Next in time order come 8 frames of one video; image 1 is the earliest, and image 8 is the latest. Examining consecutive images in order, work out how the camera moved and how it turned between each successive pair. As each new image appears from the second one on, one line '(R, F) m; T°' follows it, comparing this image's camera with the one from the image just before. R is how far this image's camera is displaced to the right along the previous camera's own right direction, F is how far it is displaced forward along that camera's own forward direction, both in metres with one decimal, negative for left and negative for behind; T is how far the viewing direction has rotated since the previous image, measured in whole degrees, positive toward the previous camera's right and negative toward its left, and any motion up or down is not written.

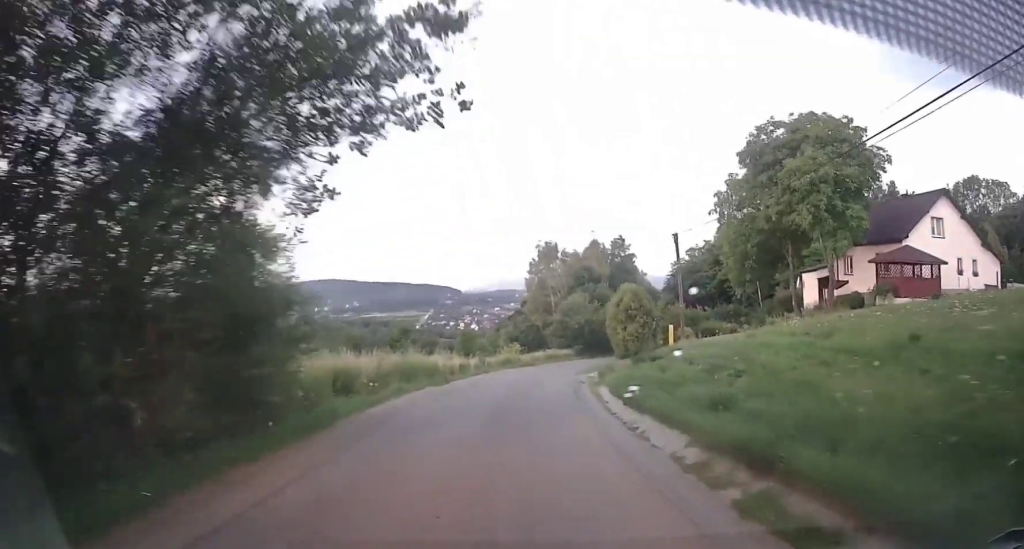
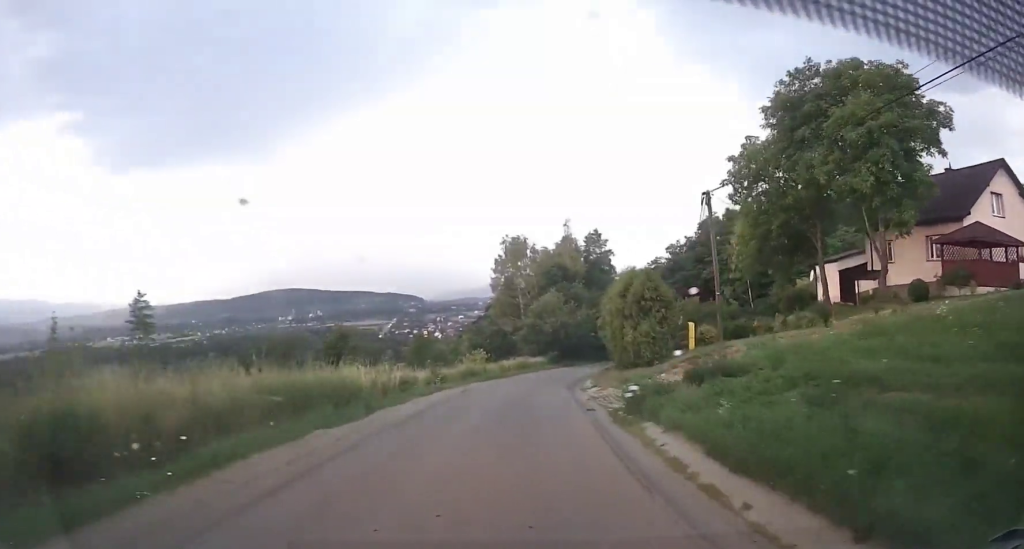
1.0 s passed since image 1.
(+0.2, +10.2) m; +3°
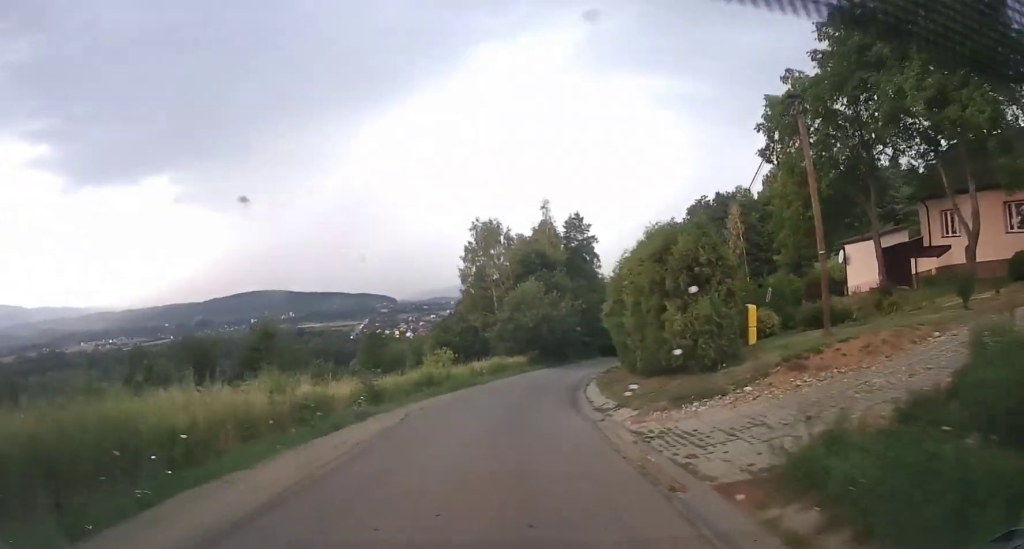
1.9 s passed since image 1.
(+0.3, +9.6) m; +4°
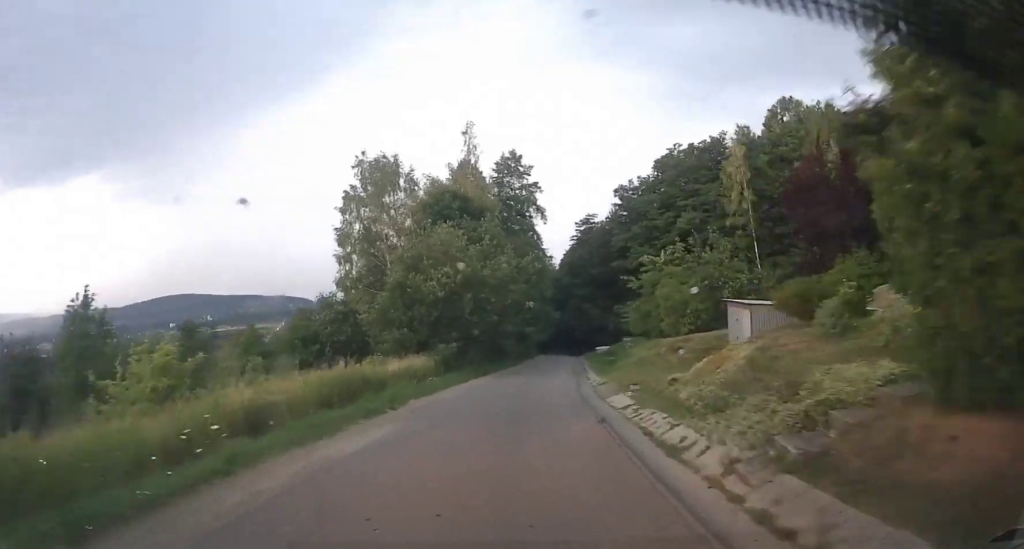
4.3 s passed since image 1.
(+2.2, +26.5) m; +8°
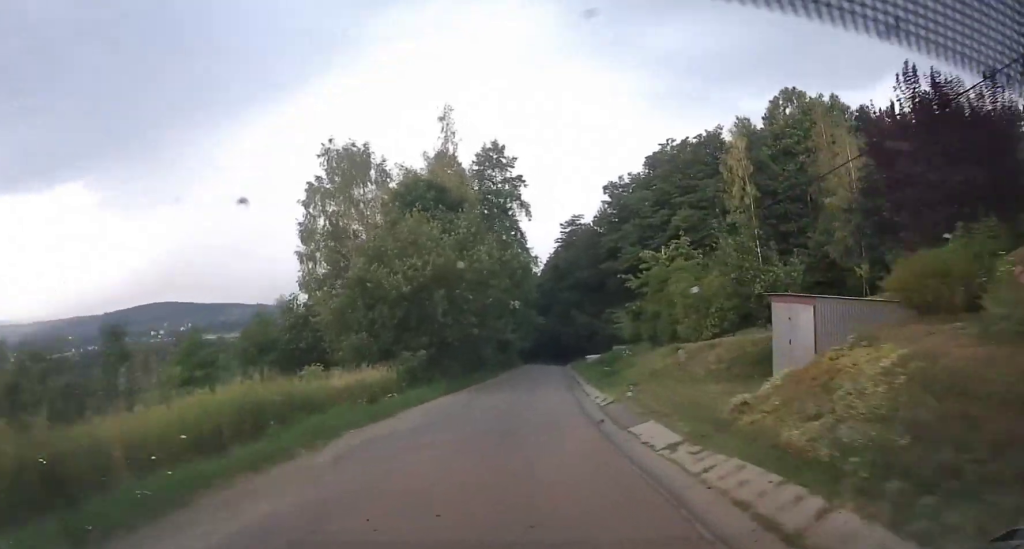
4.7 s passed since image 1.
(0.0, +5.4) m; +1°
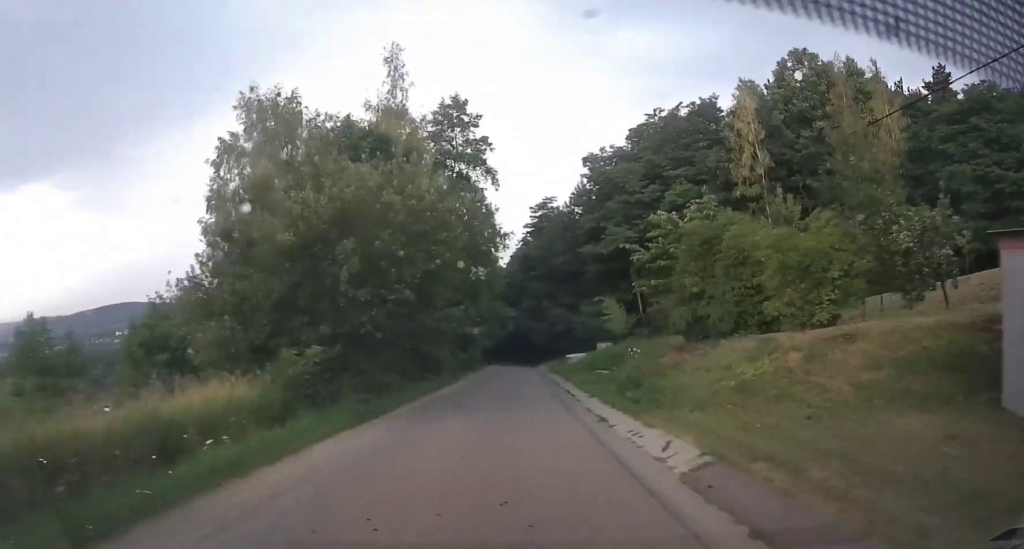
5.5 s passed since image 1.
(+0.1, +9.3) m; +2°
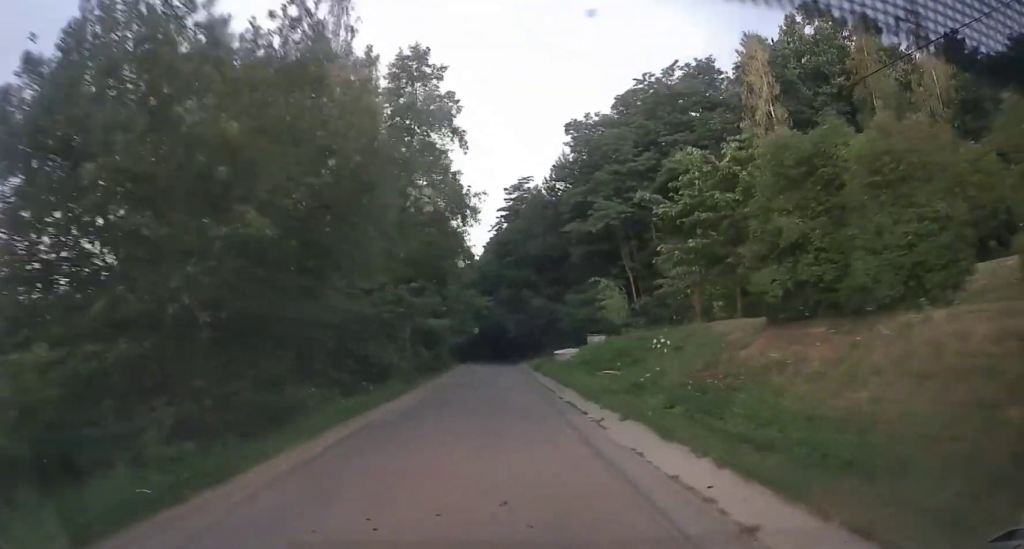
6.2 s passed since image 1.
(+0.2, +7.5) m; +1°
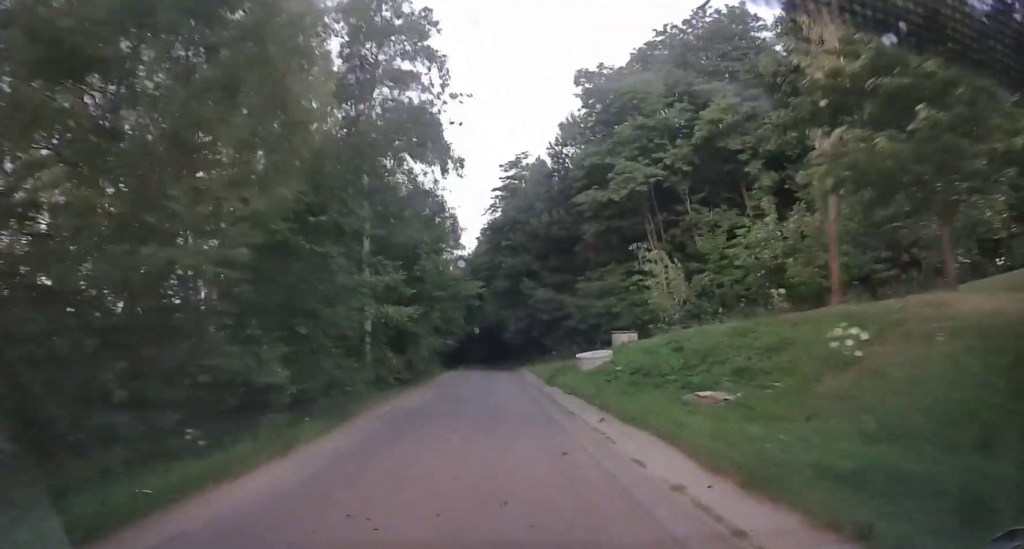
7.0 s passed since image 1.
(+0.1, +9.9) m; 0°
